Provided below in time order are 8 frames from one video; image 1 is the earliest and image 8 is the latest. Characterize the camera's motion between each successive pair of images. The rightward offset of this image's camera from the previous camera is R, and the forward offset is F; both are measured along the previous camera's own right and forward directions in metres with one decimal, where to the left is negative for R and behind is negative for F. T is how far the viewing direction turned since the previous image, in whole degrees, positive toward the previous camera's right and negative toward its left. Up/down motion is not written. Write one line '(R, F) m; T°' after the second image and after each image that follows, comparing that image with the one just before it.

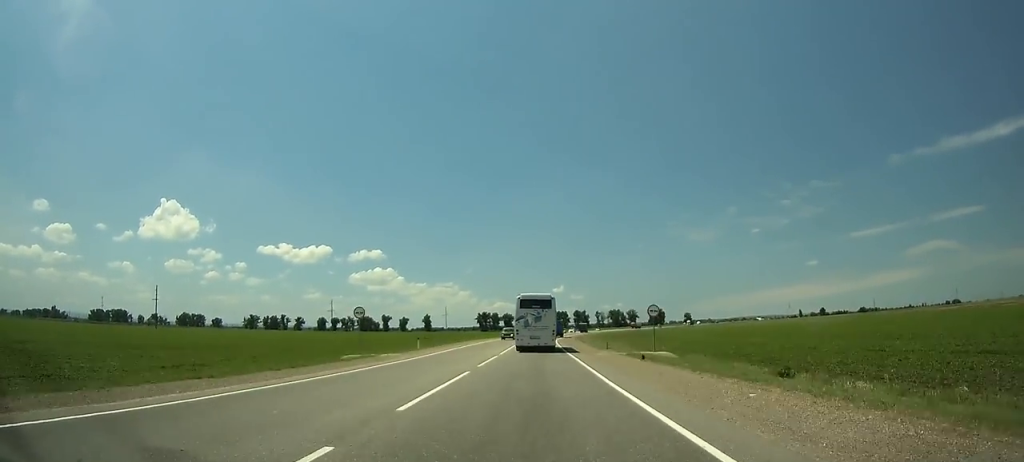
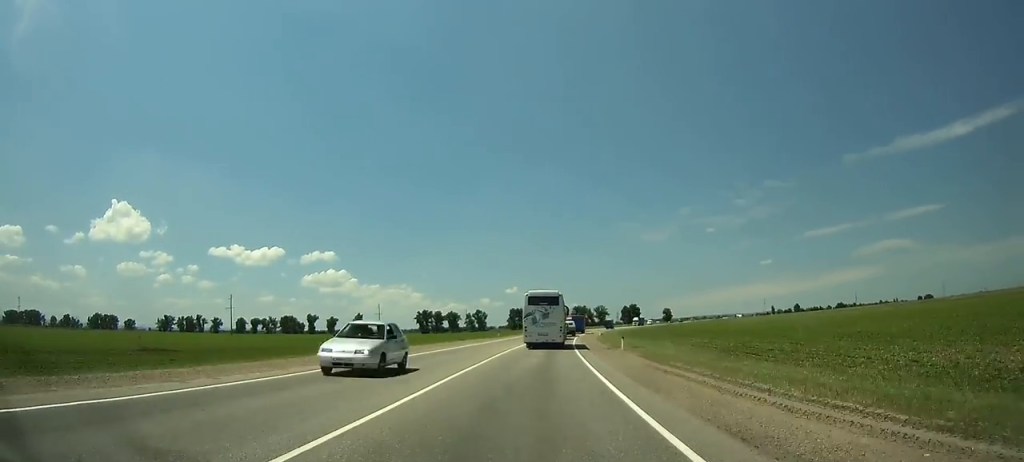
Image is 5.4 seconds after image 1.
(+2.5, +103.2) m; +5°
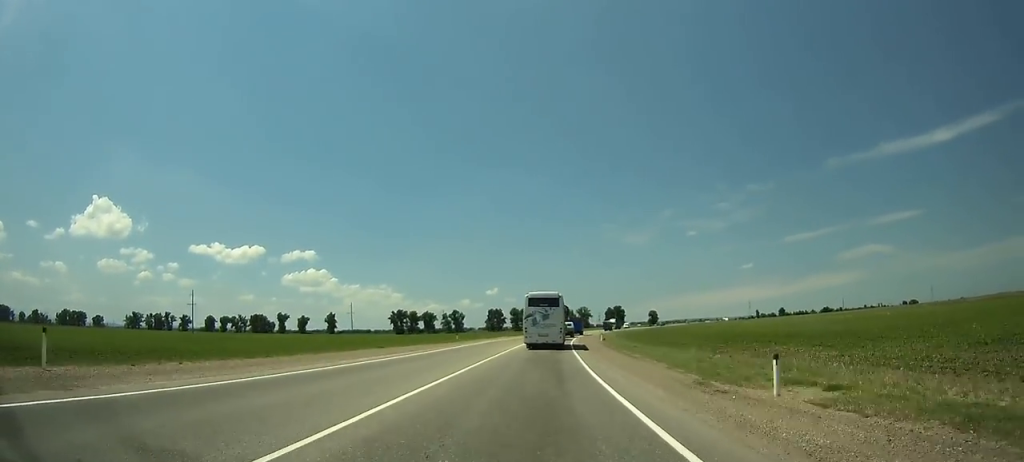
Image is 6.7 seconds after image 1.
(+0.1, +24.8) m; +2°
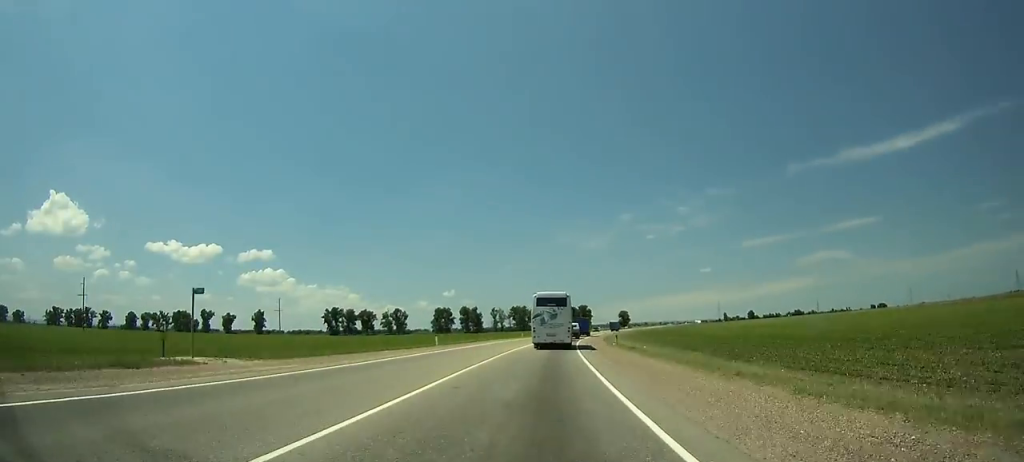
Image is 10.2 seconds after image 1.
(+3.4, +66.4) m; +4°
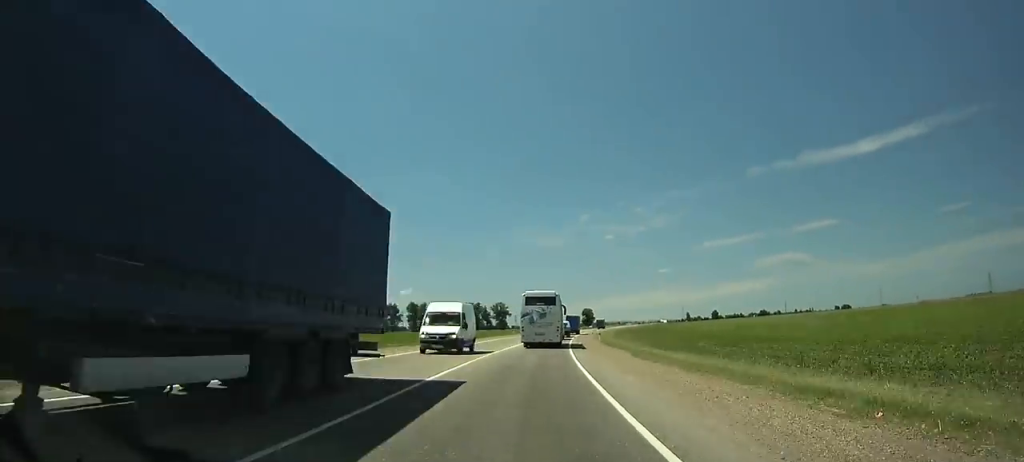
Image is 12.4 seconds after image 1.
(+0.2, +41.4) m; +2°
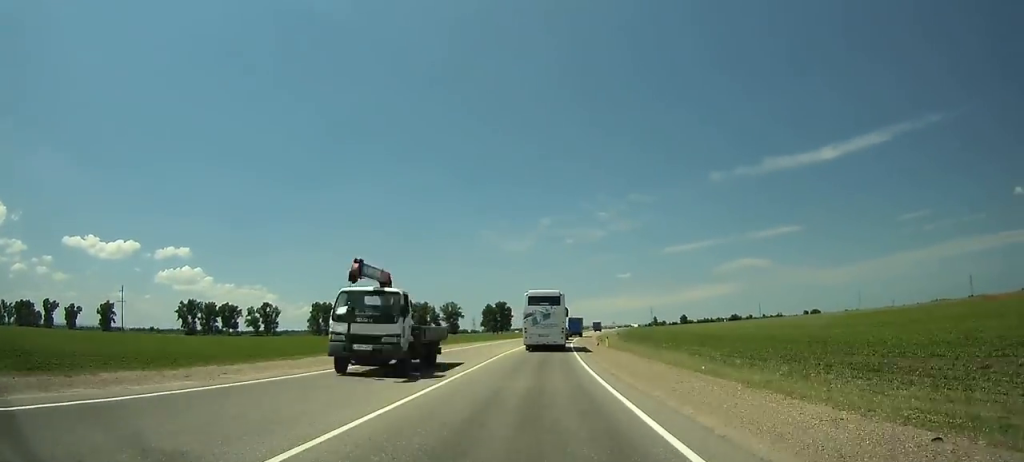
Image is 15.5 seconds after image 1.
(+2.1, +57.9) m; +5°
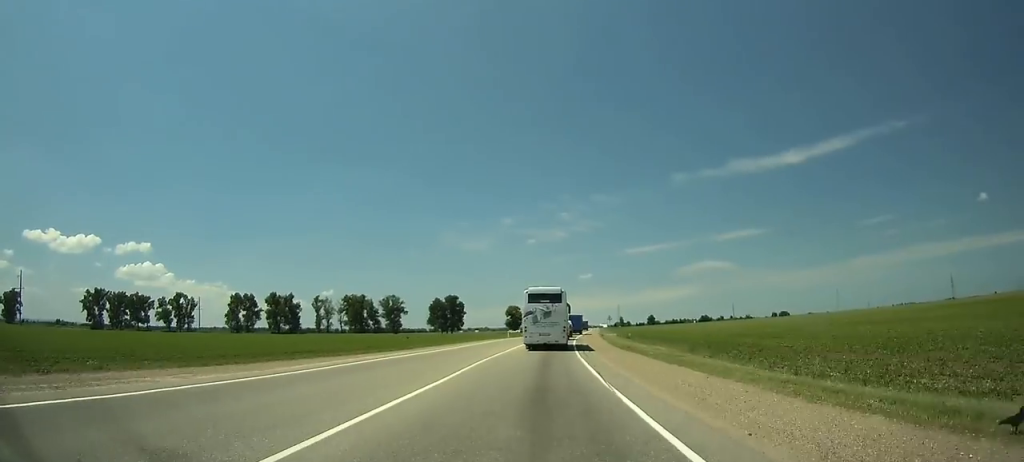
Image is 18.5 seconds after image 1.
(+2.7, +55.7) m; +5°
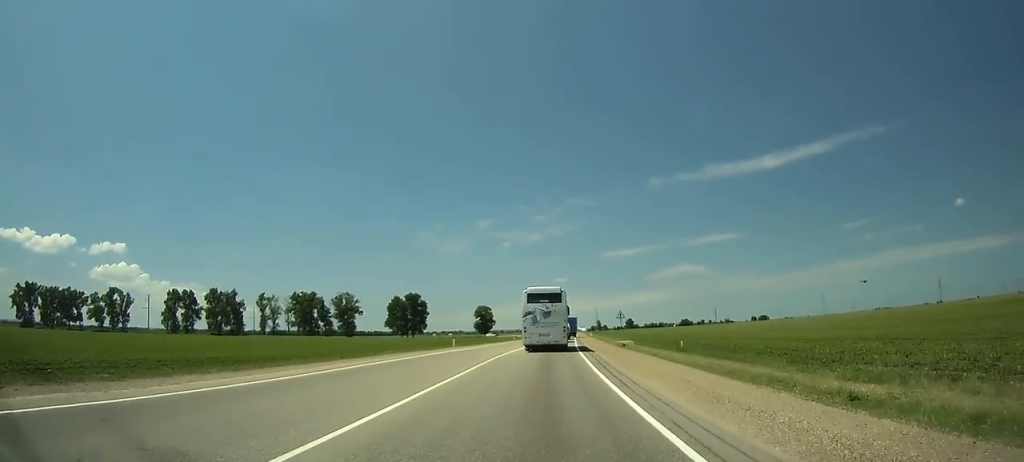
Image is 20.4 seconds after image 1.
(+1.0, +35.3) m; +3°
